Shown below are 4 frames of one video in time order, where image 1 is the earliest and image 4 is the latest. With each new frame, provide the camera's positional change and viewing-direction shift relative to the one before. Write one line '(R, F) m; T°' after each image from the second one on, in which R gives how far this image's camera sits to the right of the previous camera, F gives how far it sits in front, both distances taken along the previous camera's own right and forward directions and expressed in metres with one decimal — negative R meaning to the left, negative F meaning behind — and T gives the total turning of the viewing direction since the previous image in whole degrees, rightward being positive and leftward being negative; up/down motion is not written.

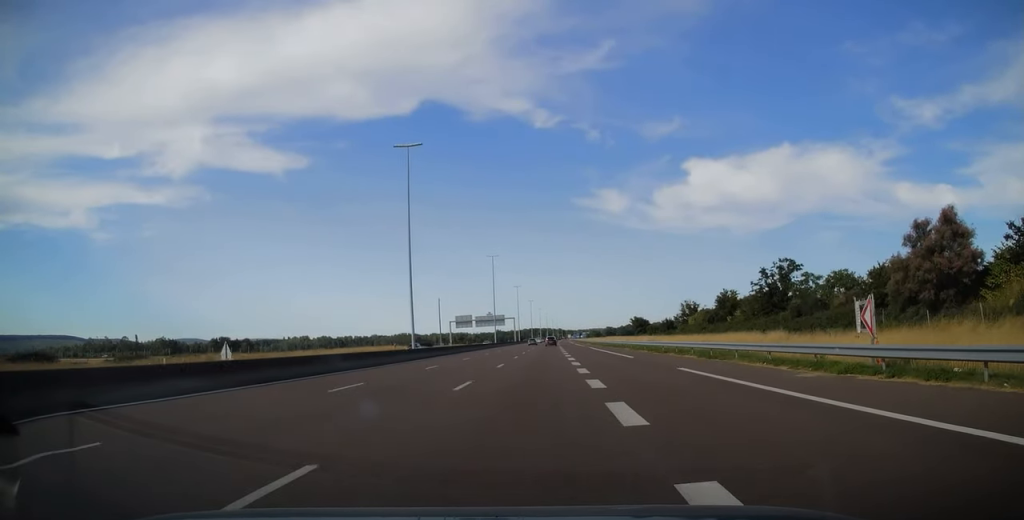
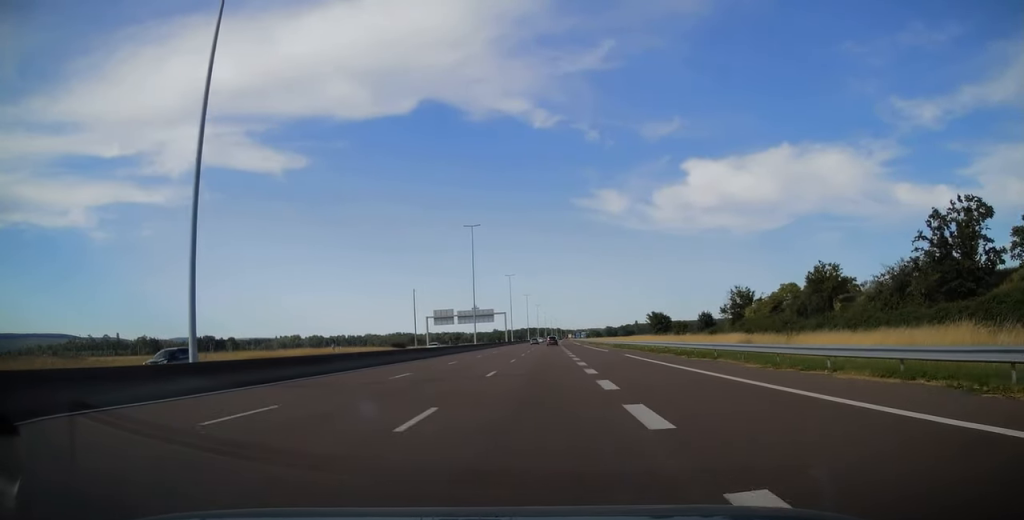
(+0.1, +32.9) m; 0°
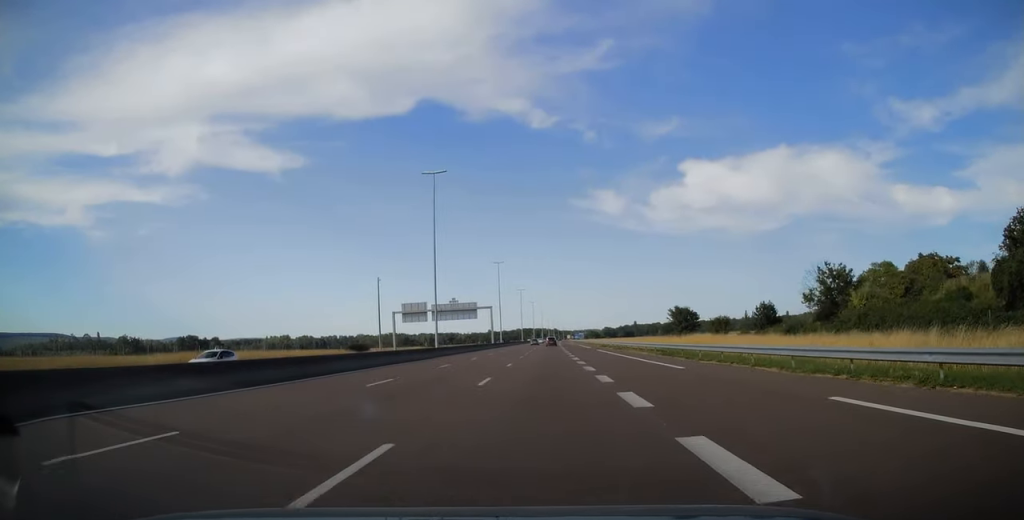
(0.0, +29.8) m; 0°
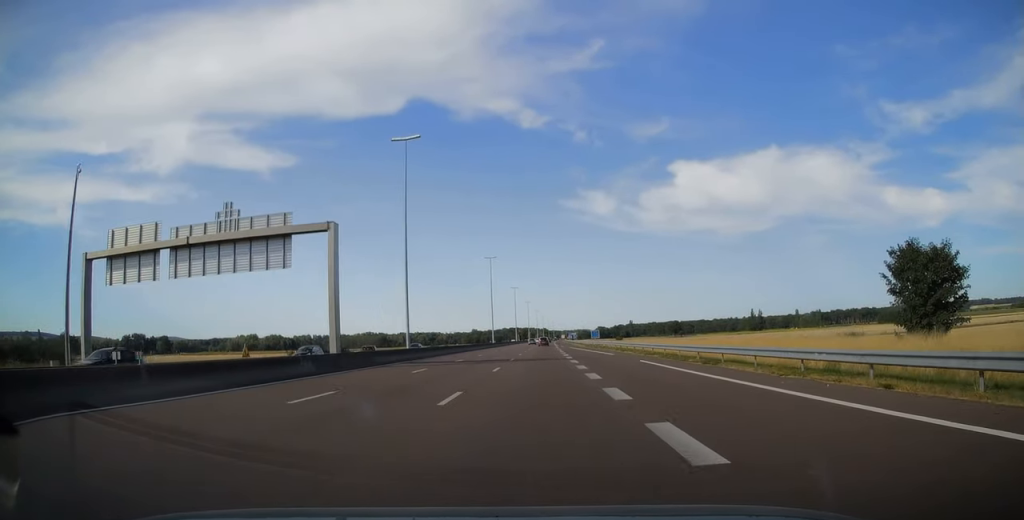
(+0.3, +82.2) m; +1°
